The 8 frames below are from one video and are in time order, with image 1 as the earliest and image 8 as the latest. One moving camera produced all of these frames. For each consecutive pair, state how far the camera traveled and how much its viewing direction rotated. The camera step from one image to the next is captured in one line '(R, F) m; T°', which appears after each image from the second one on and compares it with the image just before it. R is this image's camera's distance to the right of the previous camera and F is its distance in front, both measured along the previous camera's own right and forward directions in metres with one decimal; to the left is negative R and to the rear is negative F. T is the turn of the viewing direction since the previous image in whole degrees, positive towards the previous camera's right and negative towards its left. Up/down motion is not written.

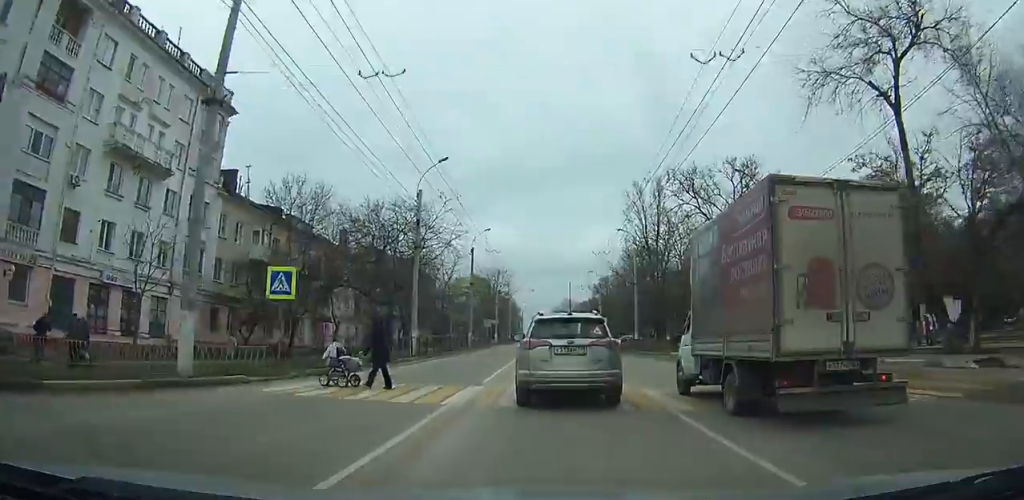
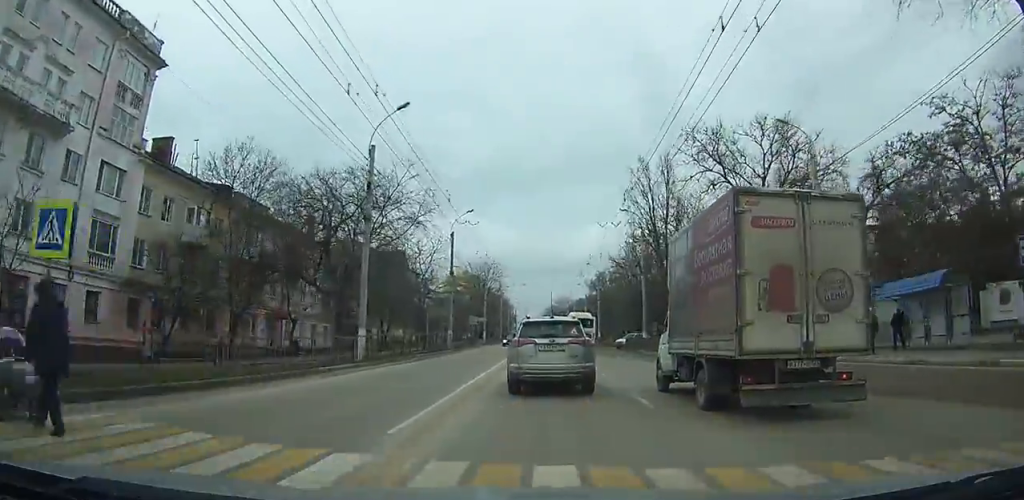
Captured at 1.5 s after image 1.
(0.0, +10.1) m; 0°
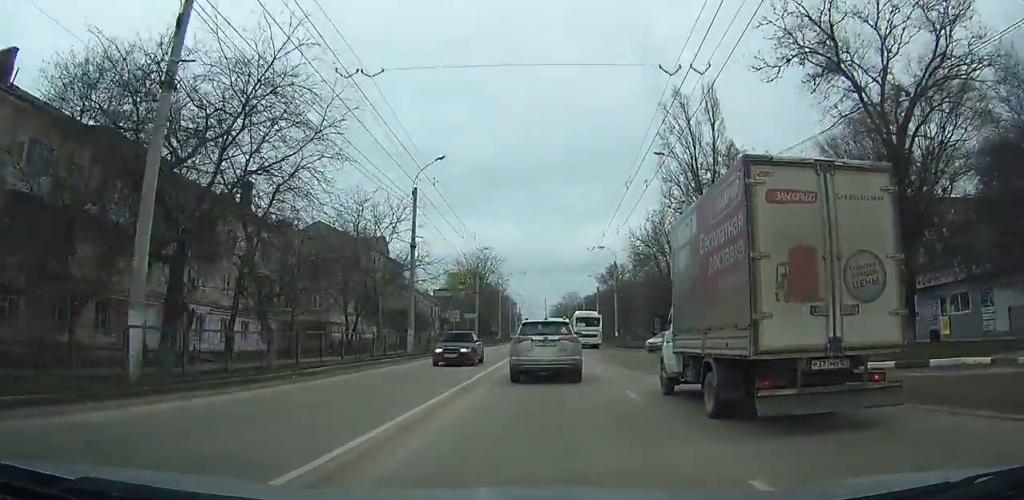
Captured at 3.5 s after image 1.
(0.0, +16.3) m; 0°
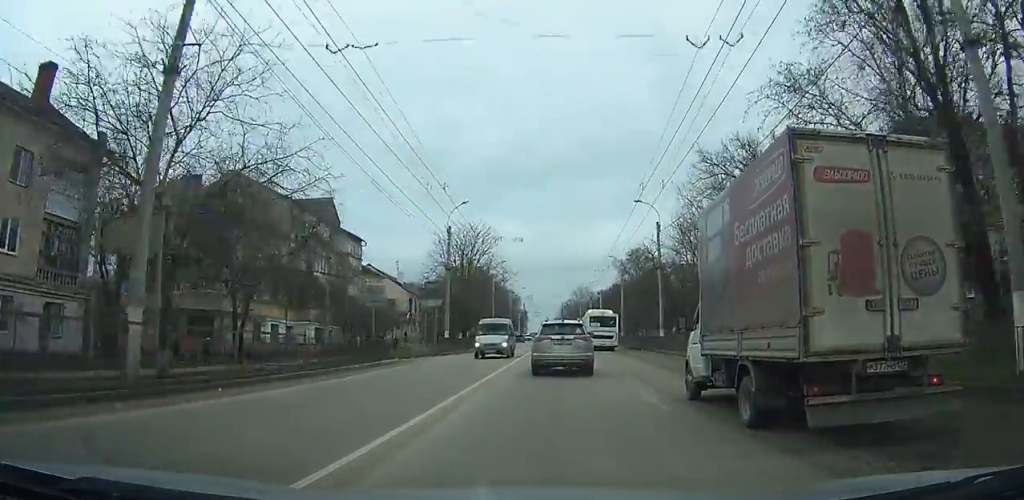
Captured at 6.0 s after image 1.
(+0.1, +25.0) m; 0°
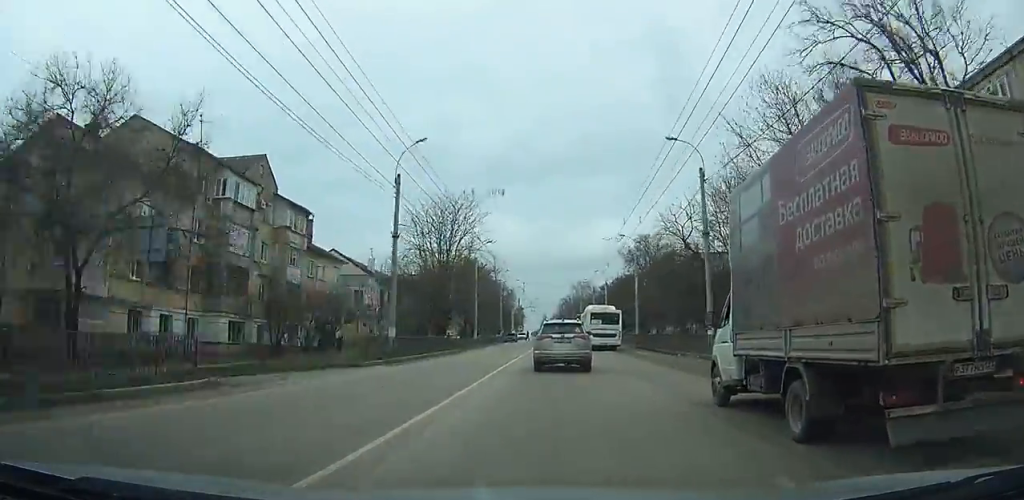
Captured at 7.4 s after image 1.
(0.0, +15.5) m; 0°
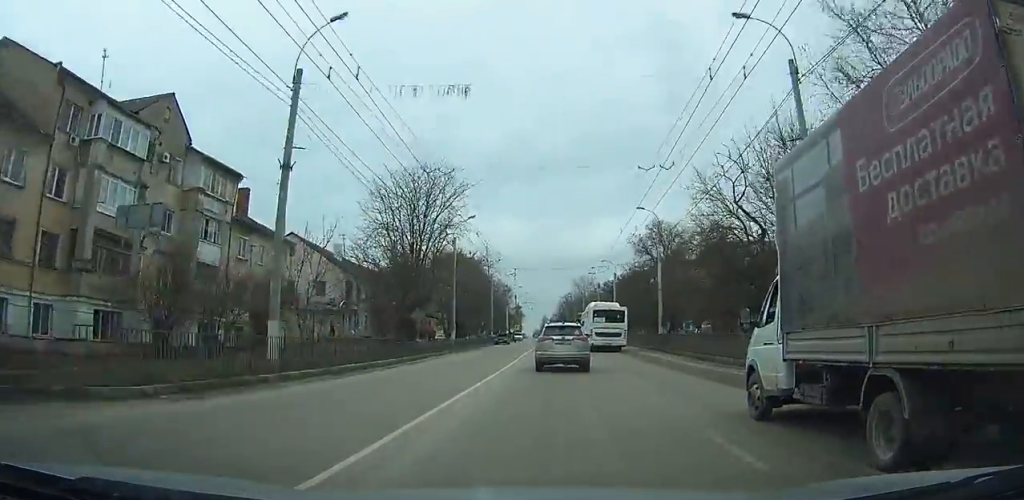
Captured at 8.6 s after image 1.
(-0.1, +13.7) m; 0°
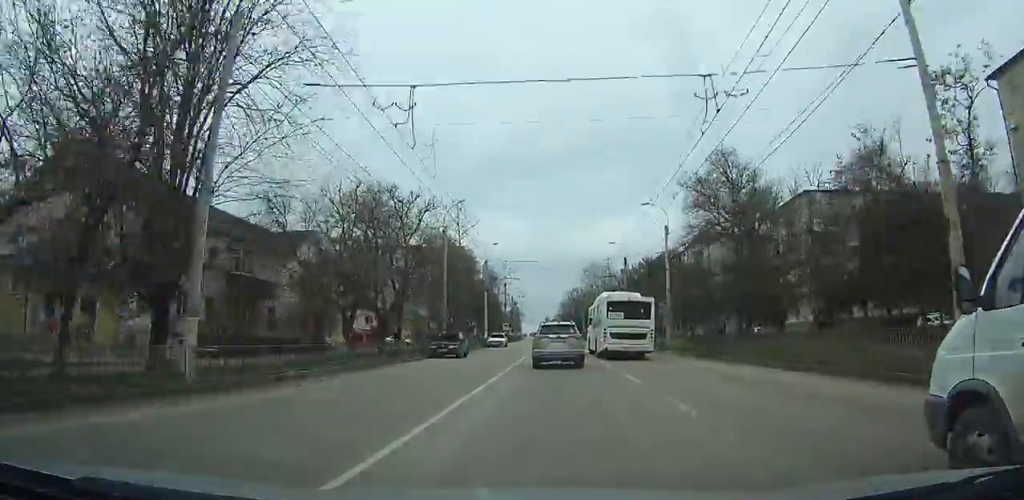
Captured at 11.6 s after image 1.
(+0.5, +36.7) m; +1°
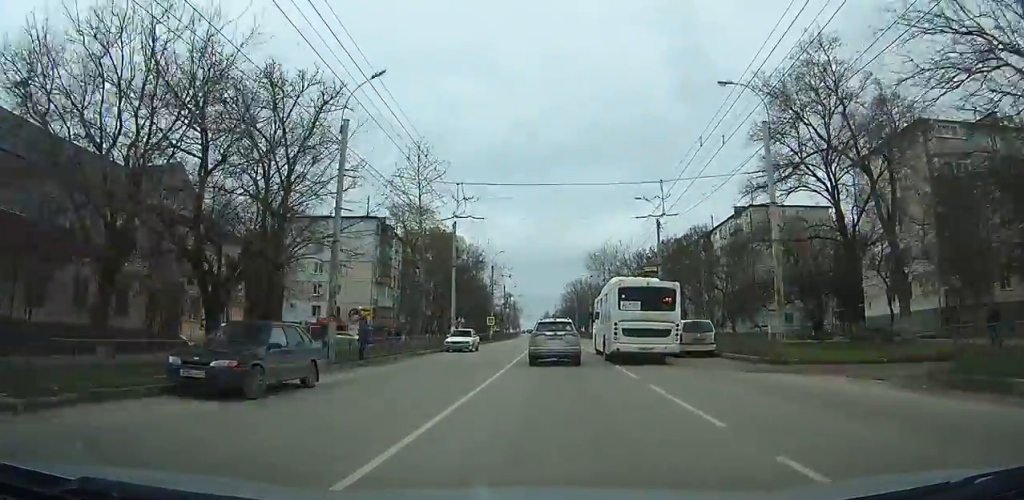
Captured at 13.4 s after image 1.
(-0.1, +23.0) m; 0°
